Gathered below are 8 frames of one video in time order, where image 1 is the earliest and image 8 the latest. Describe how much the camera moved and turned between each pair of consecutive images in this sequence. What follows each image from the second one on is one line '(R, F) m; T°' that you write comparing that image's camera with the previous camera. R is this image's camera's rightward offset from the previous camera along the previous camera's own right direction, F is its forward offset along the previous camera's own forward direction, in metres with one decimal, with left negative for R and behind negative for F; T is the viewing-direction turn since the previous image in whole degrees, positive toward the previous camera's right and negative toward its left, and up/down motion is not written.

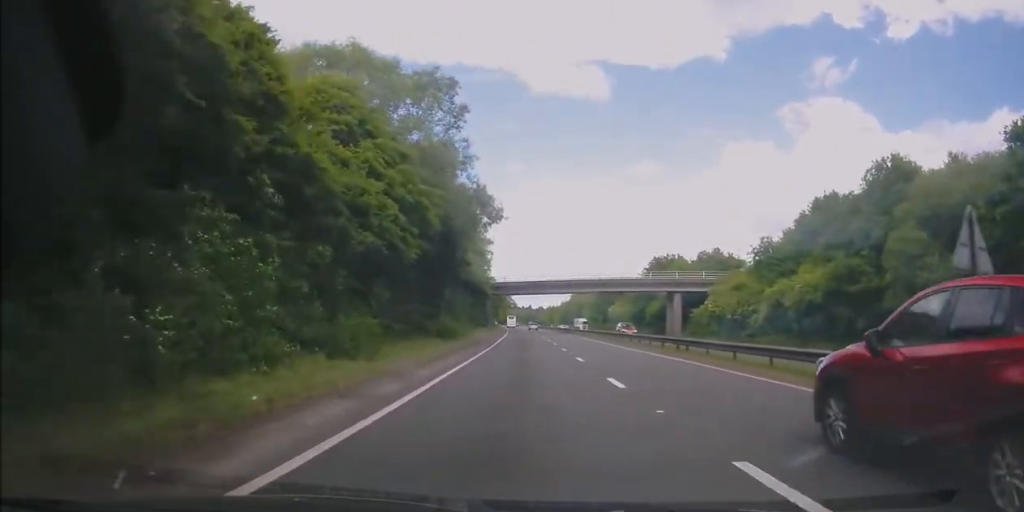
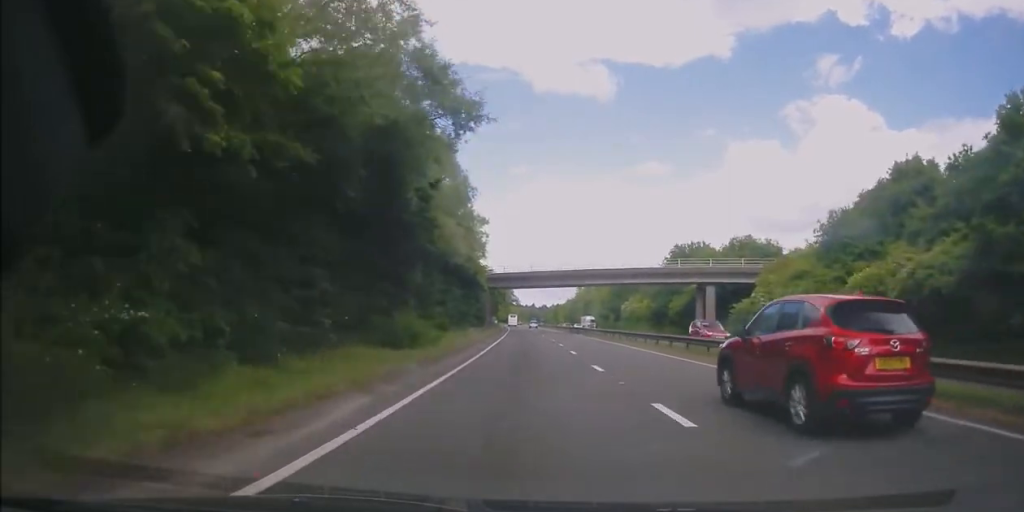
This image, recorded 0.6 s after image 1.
(0.0, +13.8) m; 0°
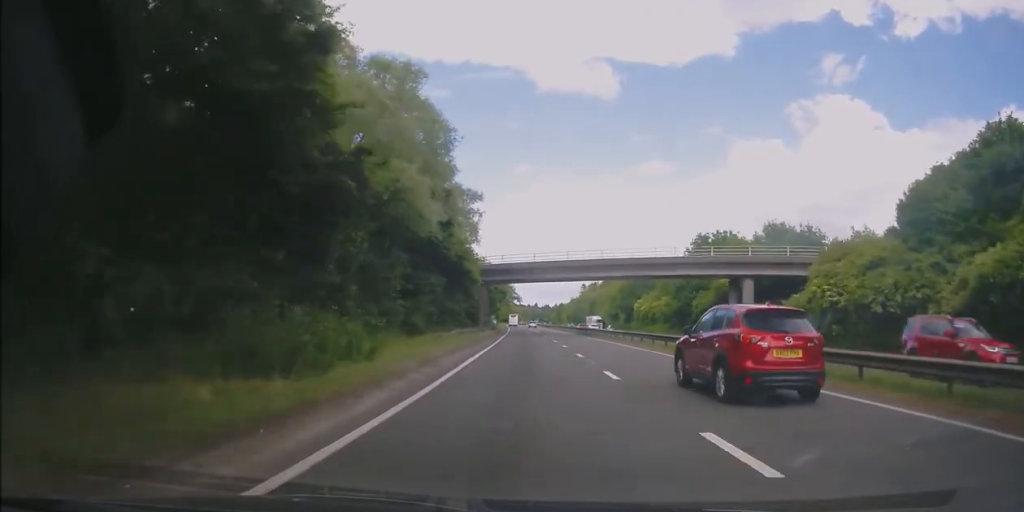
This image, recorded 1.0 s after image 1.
(+0.1, +11.4) m; 0°
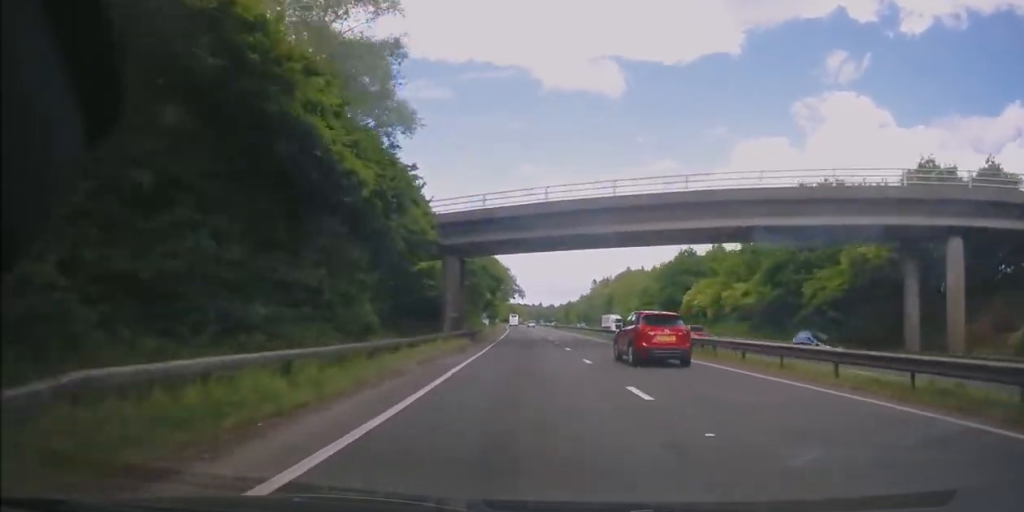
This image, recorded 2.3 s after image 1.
(-0.2, +30.5) m; -1°
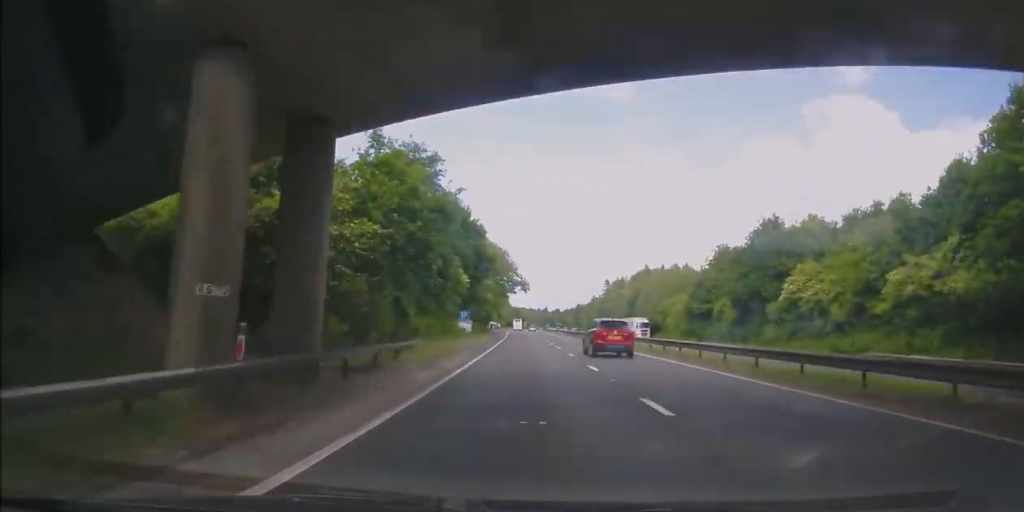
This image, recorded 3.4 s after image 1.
(-0.1, +28.3) m; -1°
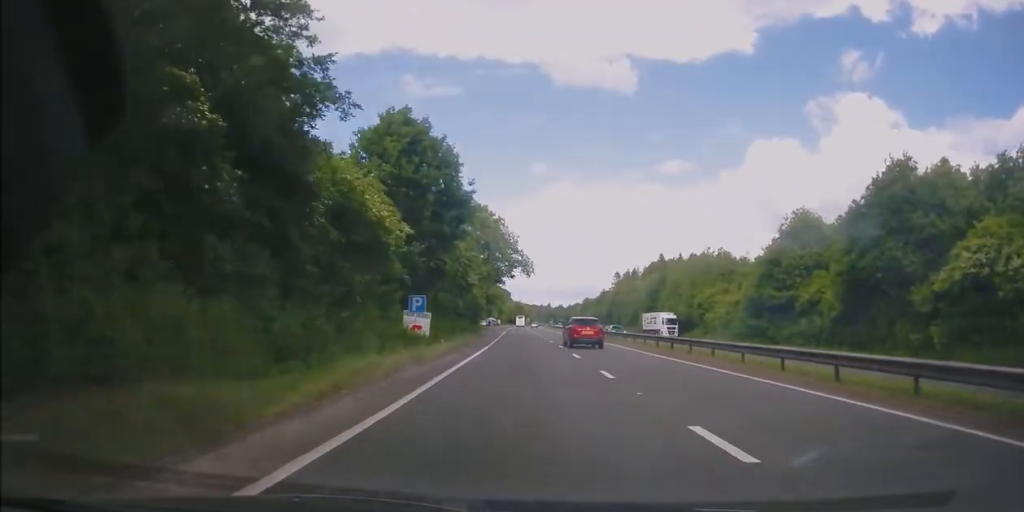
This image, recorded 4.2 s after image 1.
(-0.3, +20.9) m; 0°
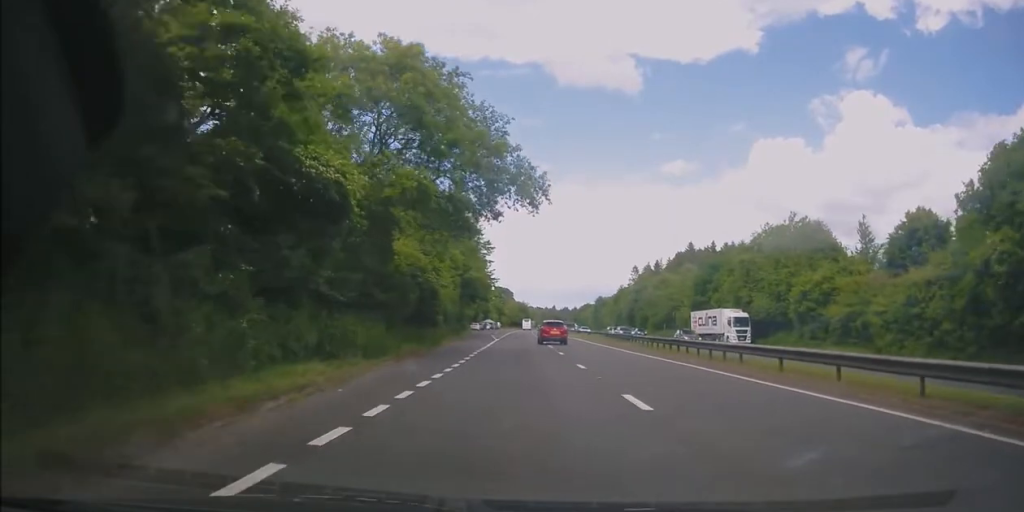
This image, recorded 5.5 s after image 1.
(+0.4, +32.0) m; -1°
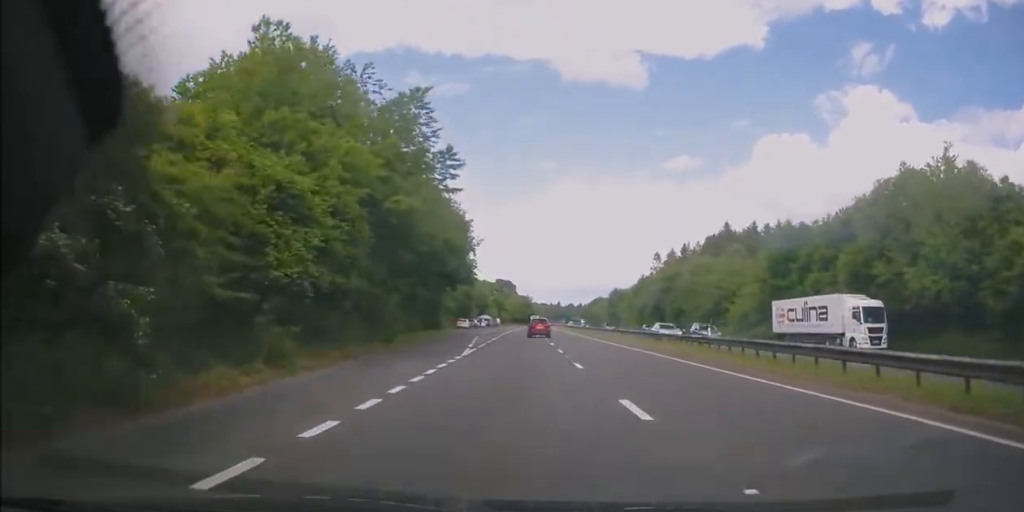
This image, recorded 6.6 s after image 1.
(-0.6, +27.9) m; -2°
